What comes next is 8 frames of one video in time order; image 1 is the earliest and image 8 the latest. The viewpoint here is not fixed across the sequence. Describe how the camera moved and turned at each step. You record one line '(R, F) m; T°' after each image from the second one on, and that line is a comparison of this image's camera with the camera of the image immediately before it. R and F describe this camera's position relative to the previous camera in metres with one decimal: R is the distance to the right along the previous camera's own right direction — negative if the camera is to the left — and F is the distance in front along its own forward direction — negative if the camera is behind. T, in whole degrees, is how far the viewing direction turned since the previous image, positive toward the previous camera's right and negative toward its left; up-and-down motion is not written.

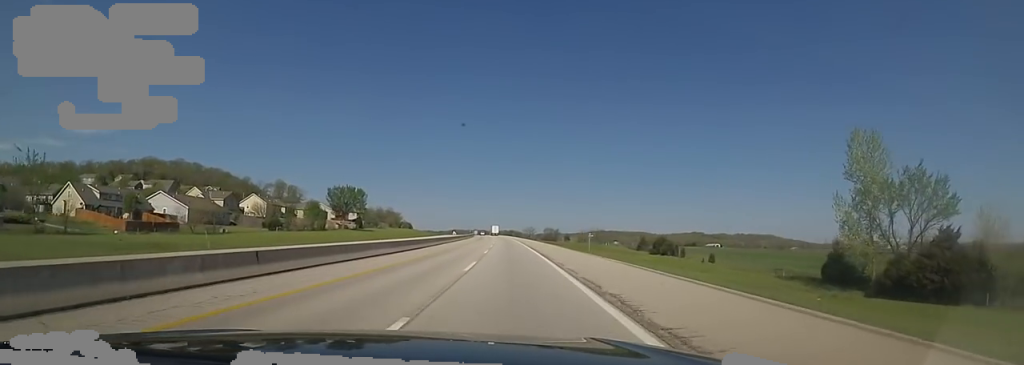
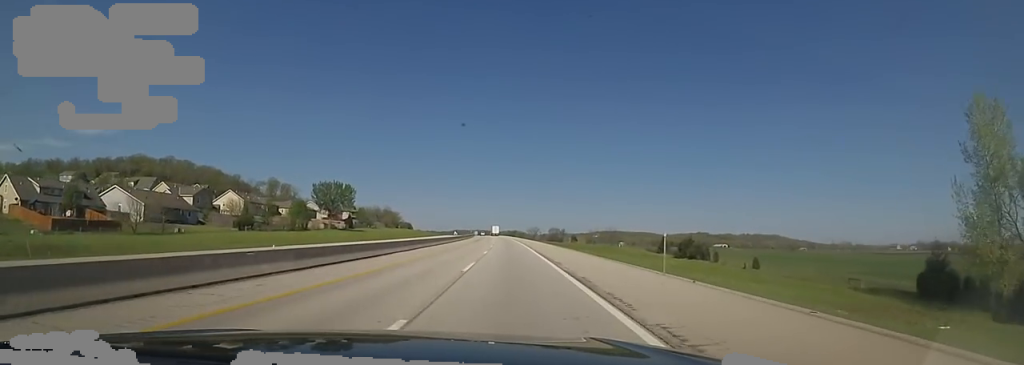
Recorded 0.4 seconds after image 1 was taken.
(0.0, +15.1) m; 0°
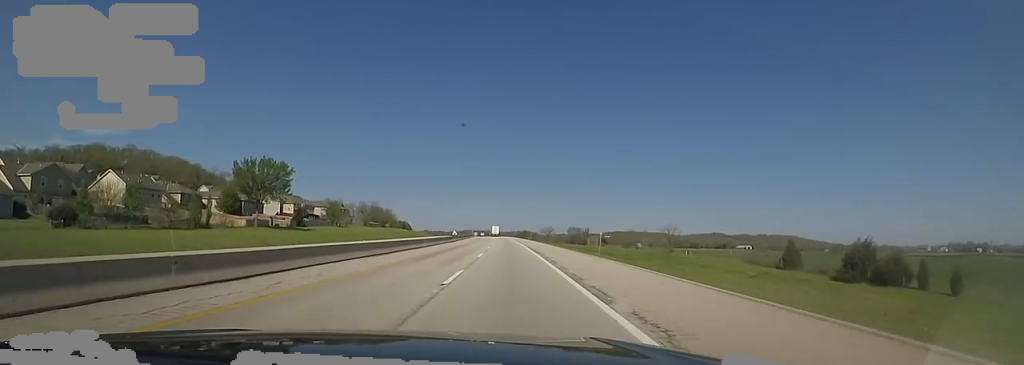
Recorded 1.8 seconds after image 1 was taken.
(-0.1, +48.8) m; -2°
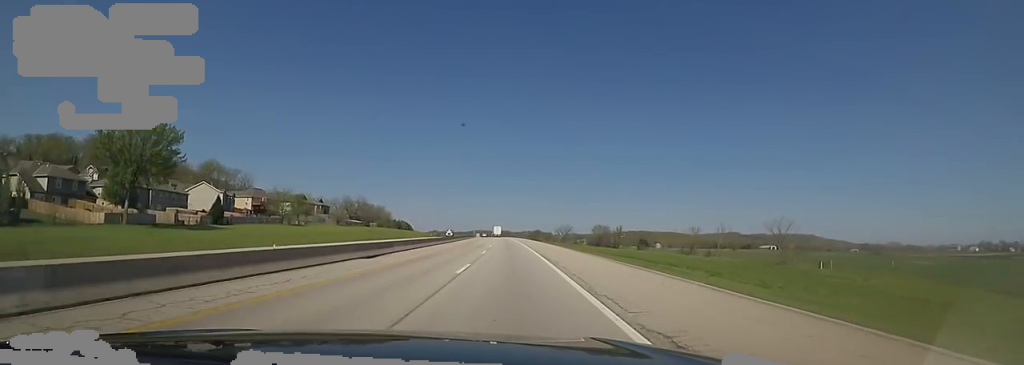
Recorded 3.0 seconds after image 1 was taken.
(-1.3, +40.9) m; 0°
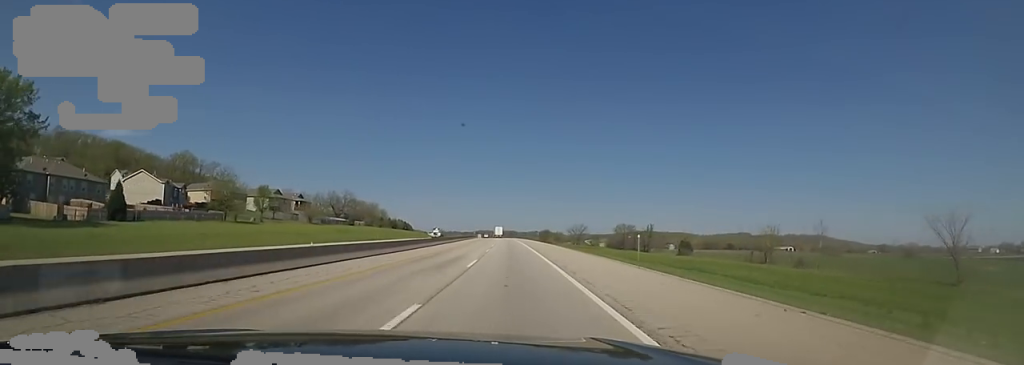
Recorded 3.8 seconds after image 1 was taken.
(+0.9, +27.2) m; 0°
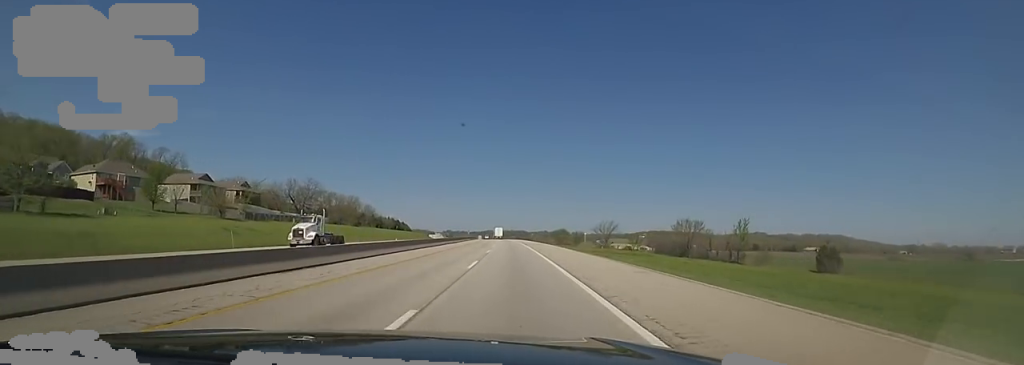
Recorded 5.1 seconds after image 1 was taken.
(-1.7, +46.2) m; -2°
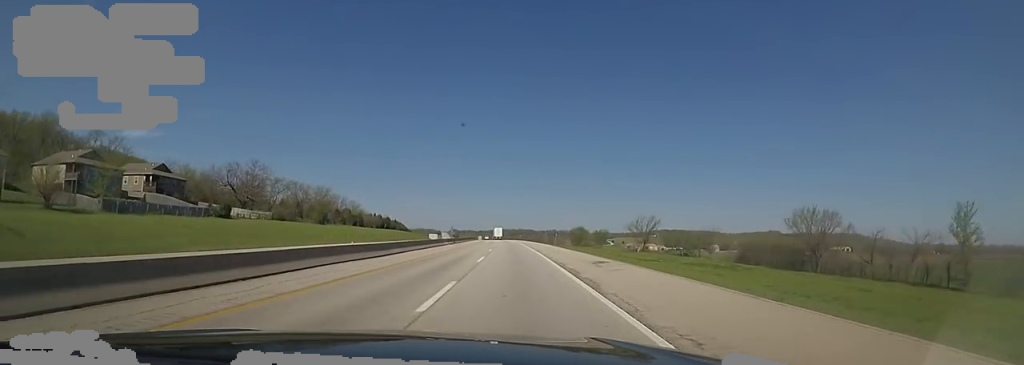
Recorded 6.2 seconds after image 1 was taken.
(-0.2, +40.5) m; 0°
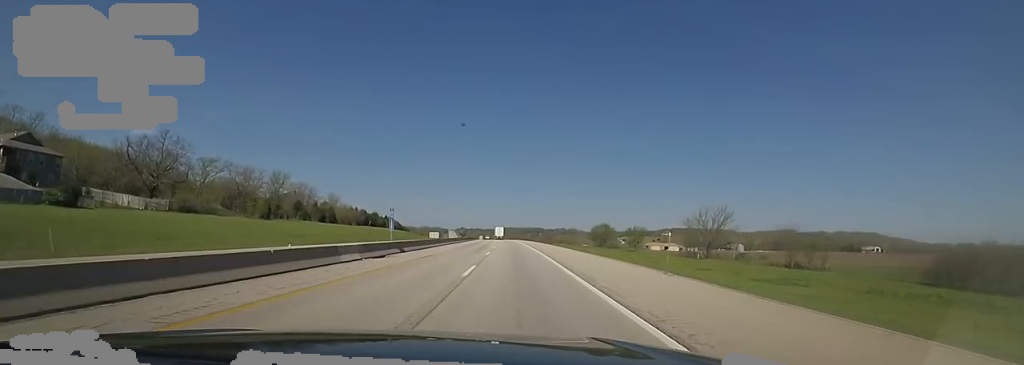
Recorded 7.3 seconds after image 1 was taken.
(+0.1, +38.1) m; -1°
